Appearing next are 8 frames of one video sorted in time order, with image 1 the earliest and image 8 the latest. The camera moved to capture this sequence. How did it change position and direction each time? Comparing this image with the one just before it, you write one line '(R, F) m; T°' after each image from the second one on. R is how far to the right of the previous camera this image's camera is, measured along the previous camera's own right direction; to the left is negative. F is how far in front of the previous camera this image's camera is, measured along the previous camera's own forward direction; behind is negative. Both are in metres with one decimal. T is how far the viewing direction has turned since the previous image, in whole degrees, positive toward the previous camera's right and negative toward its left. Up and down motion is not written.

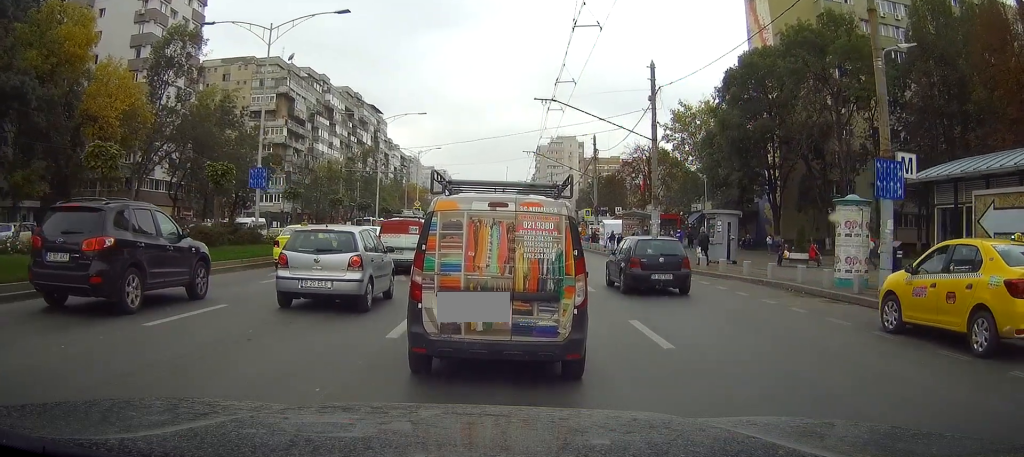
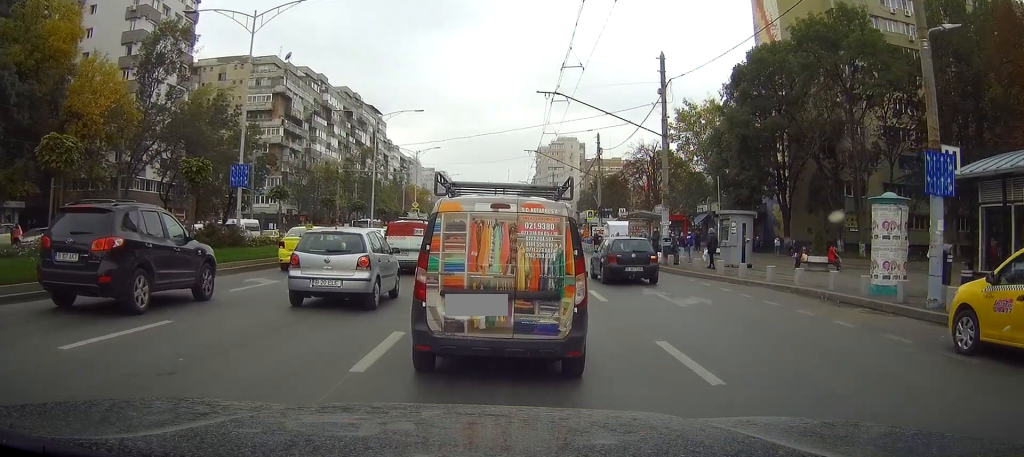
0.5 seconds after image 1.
(0.0, +2.2) m; 0°
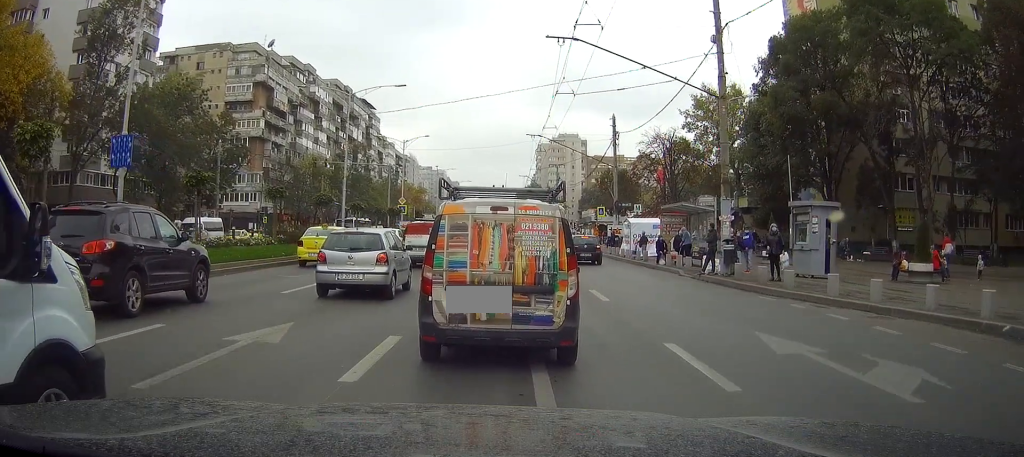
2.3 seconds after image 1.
(-0.3, +8.8) m; -7°
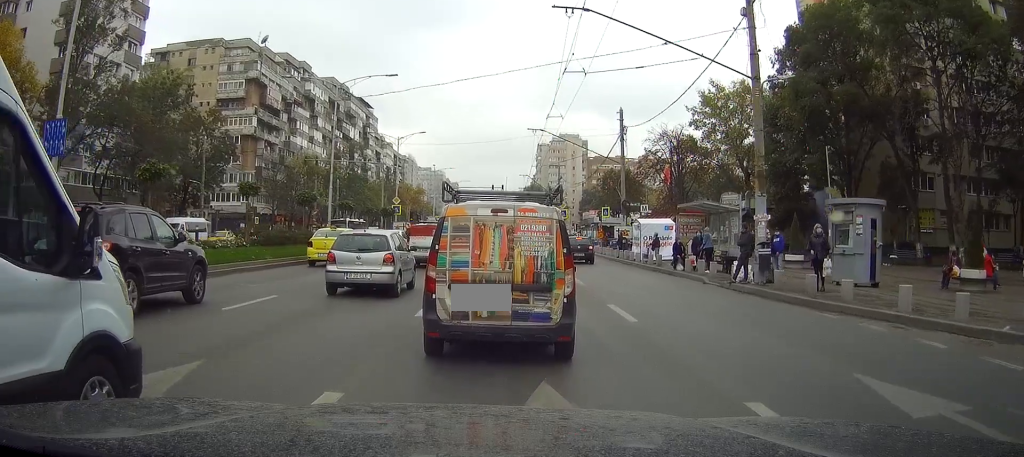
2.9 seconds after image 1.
(-0.1, +3.1) m; -4°
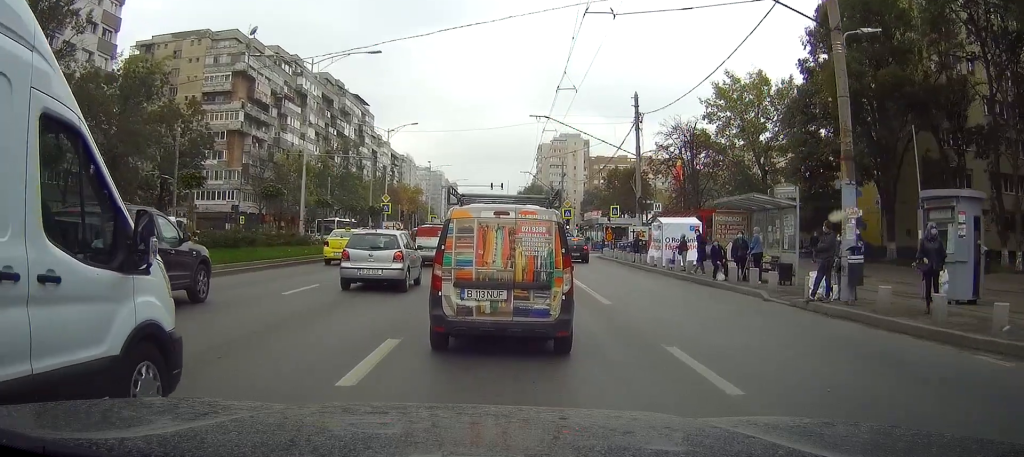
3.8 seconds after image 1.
(-0.3, +5.0) m; -2°
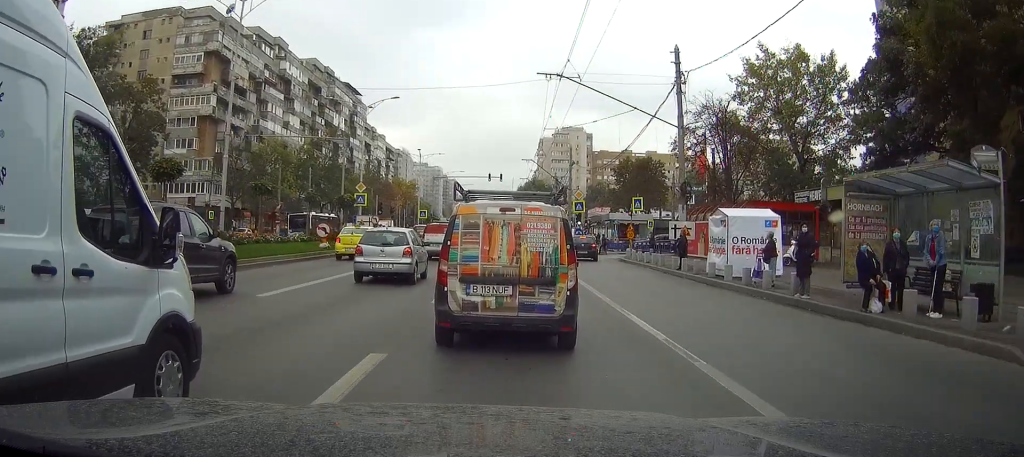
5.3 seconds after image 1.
(0.0, +8.8) m; -3°
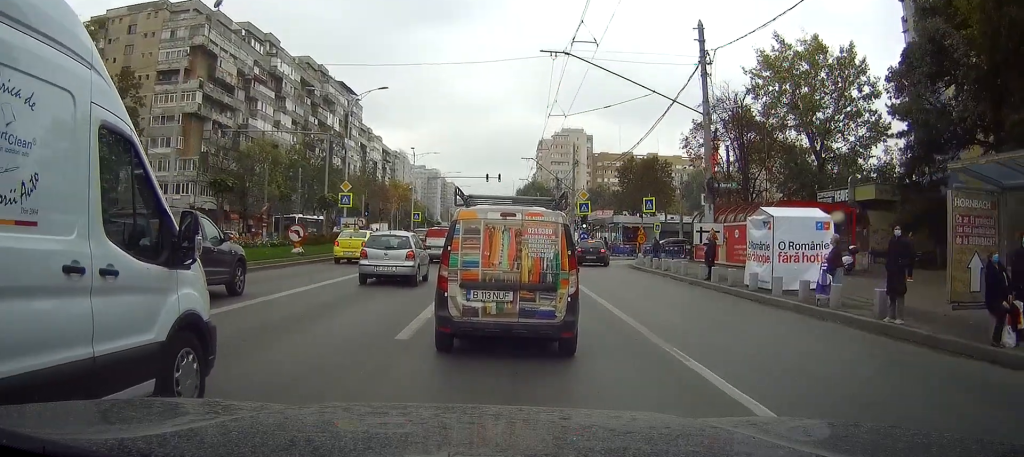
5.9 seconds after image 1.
(-0.2, +3.7) m; -2°
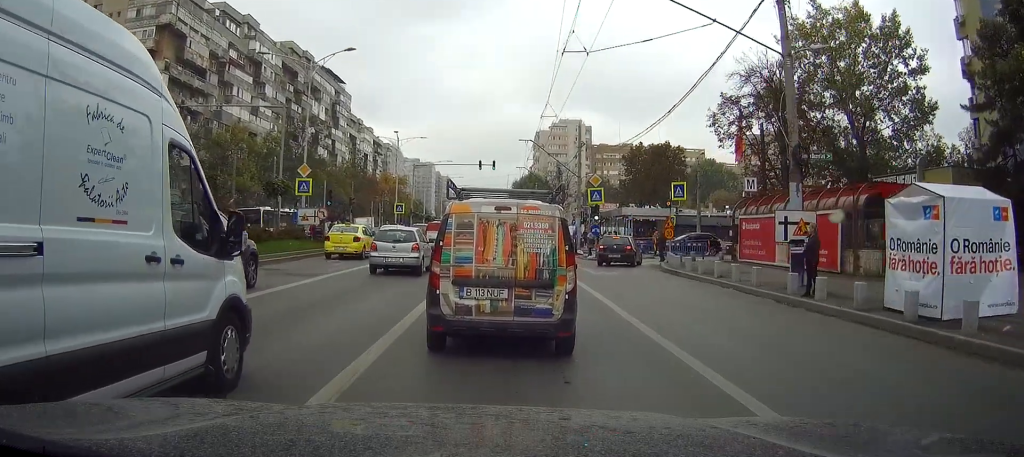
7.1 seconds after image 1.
(0.0, +7.8) m; +3°
